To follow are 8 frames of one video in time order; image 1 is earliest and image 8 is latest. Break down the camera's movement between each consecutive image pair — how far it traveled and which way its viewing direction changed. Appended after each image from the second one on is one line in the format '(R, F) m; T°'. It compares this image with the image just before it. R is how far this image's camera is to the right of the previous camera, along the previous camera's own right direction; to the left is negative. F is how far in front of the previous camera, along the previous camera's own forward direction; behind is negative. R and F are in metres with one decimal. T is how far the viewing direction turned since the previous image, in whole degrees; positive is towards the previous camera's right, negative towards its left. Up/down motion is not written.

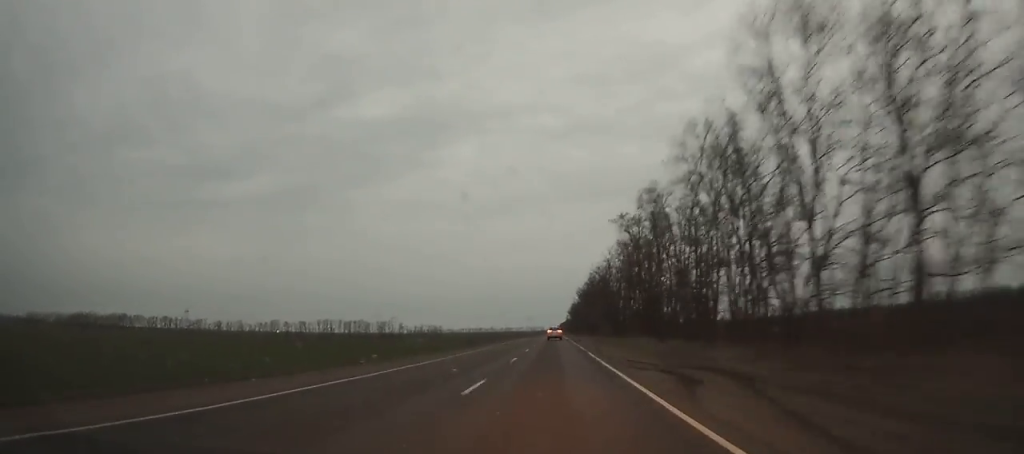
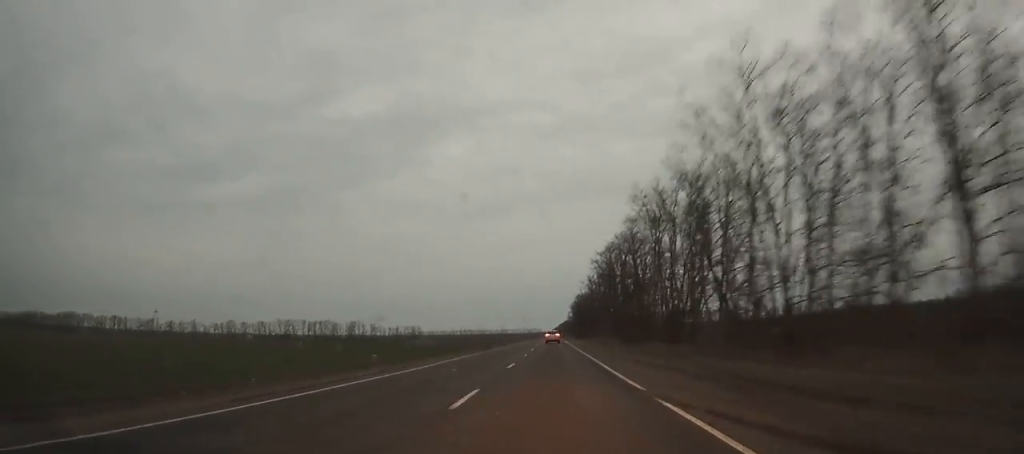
(+0.1, +74.0) m; 0°
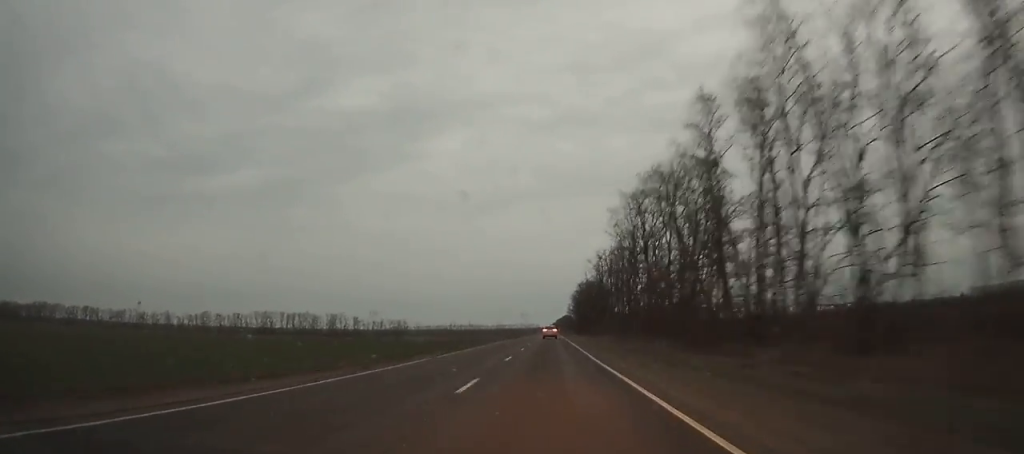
(+0.1, +34.5) m; 0°
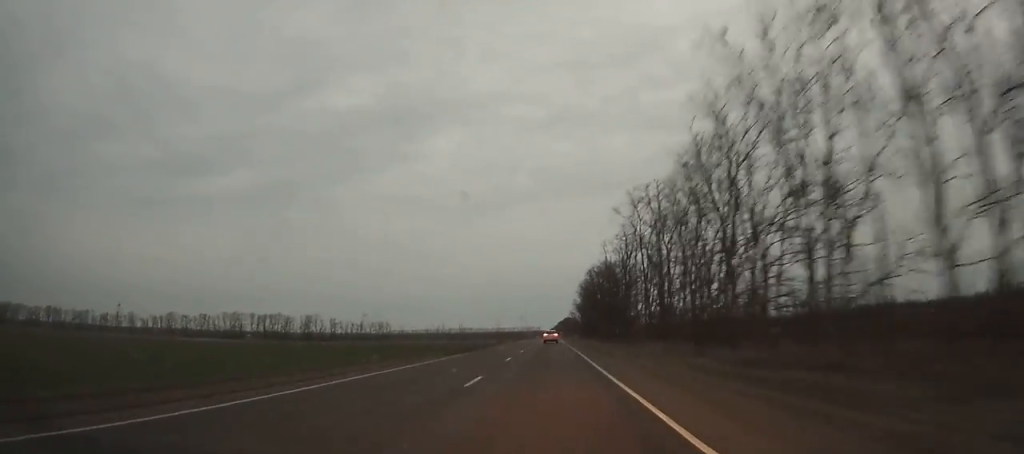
(-0.1, +45.3) m; 0°
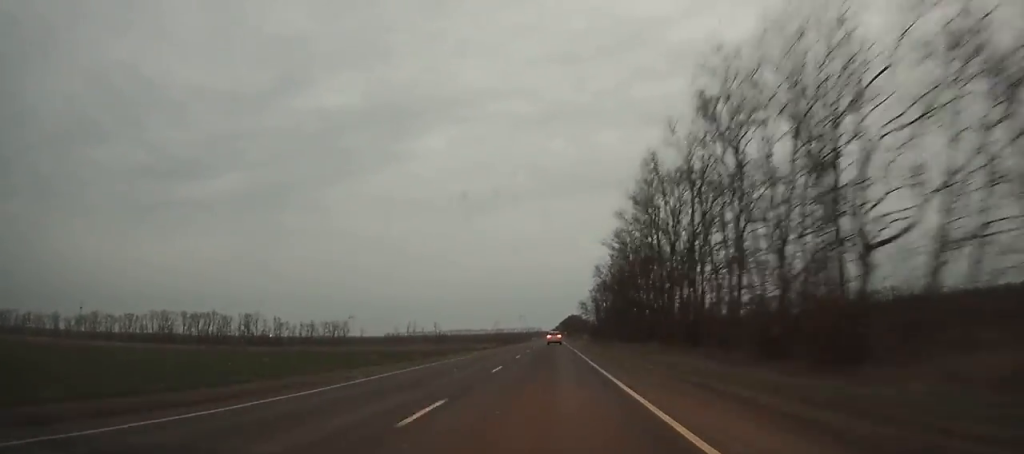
(-0.2, +77.5) m; 0°
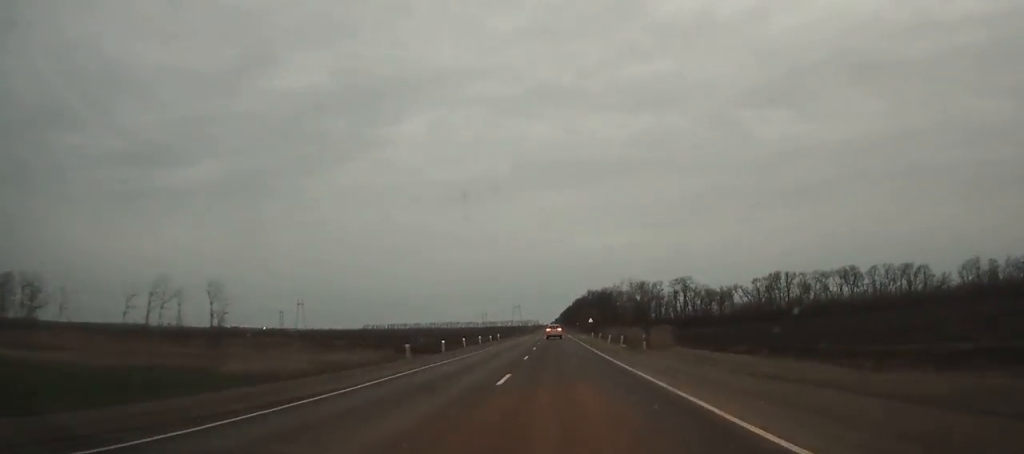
(+0.5, +184.8) m; 0°
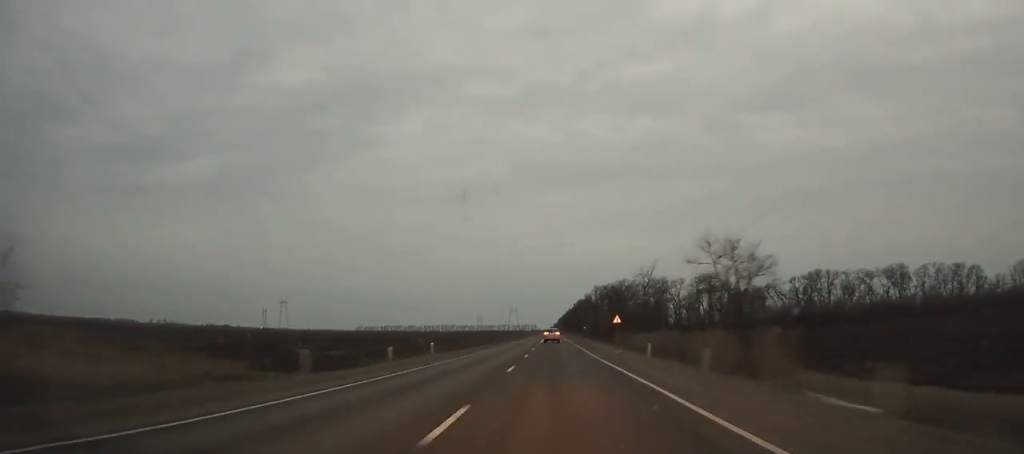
(0.0, +42.6) m; 0°
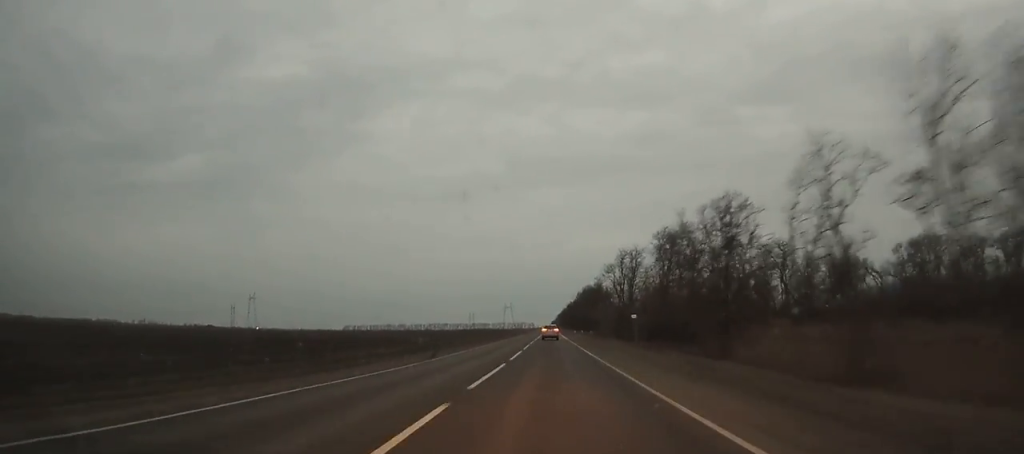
(0.0, +71.3) m; 0°
